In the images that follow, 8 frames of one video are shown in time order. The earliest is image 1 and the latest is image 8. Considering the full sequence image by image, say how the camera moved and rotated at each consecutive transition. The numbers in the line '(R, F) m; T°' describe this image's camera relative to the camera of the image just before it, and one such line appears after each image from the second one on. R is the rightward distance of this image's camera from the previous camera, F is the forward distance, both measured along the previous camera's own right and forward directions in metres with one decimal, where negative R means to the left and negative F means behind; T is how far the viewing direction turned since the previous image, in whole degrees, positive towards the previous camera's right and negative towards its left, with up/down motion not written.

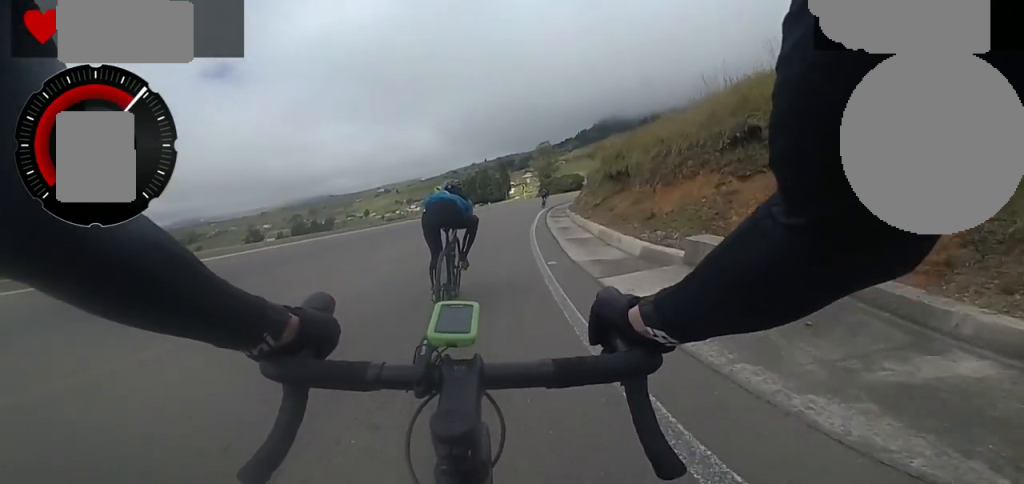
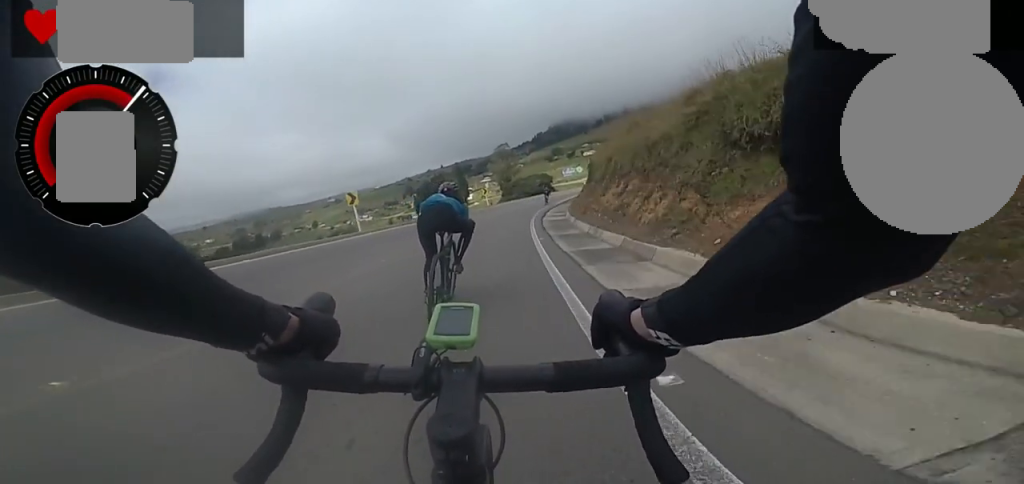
(+0.5, +10.9) m; +8°
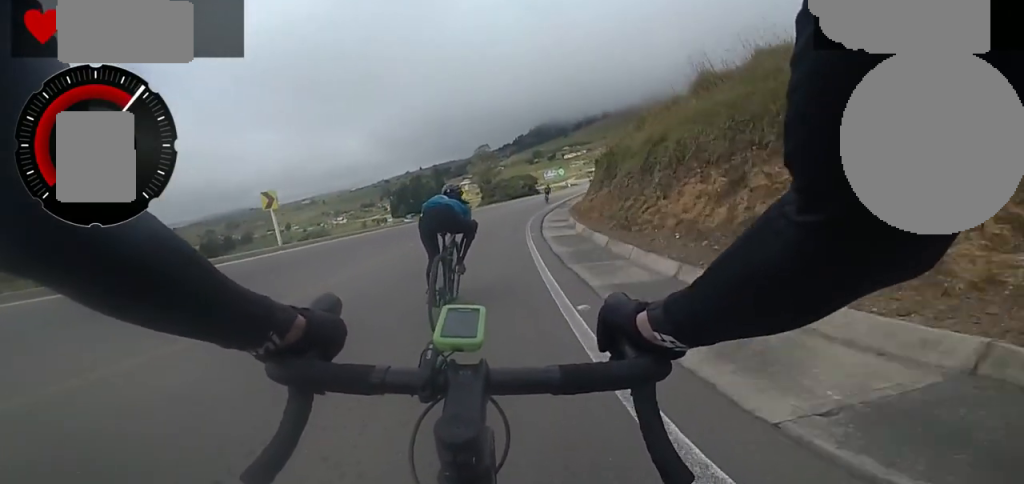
(+0.2, +5.7) m; +6°
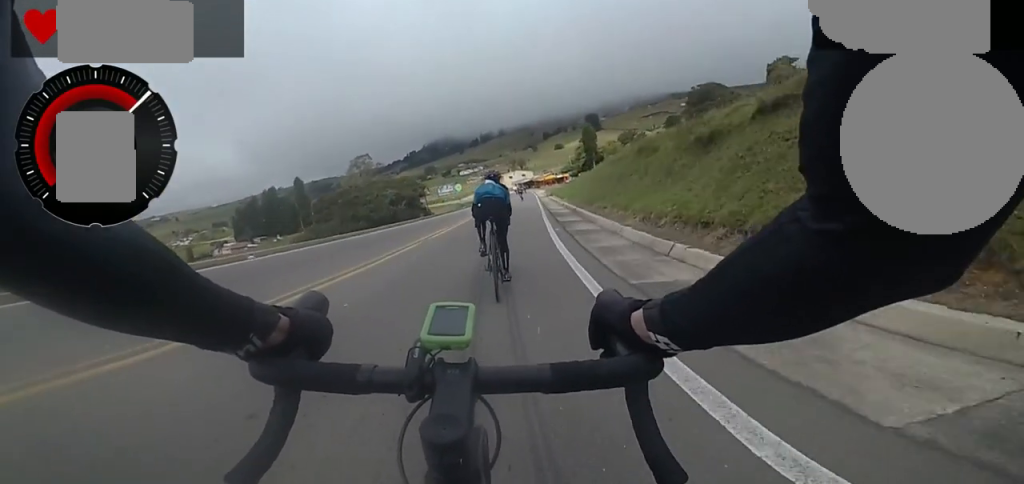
(+4.5, +29.2) m; +14°
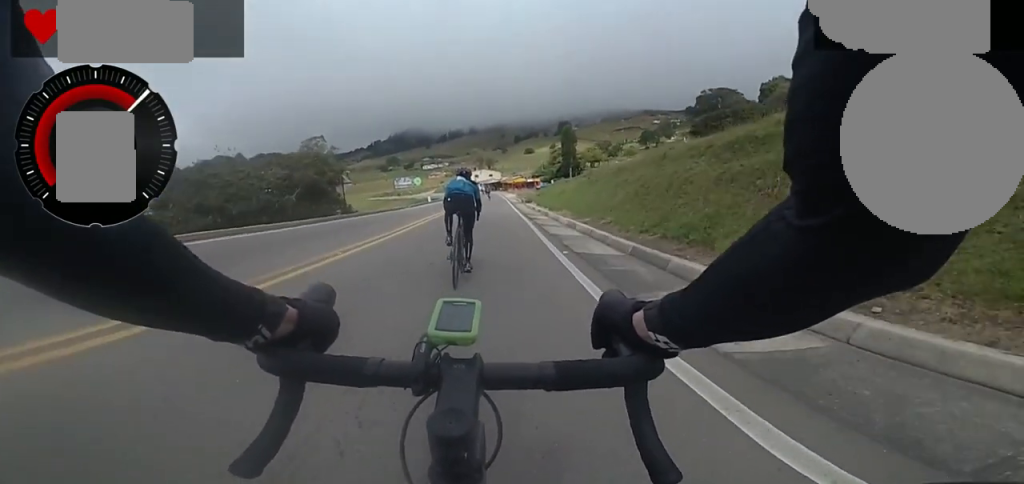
(+0.8, +11.1) m; -1°
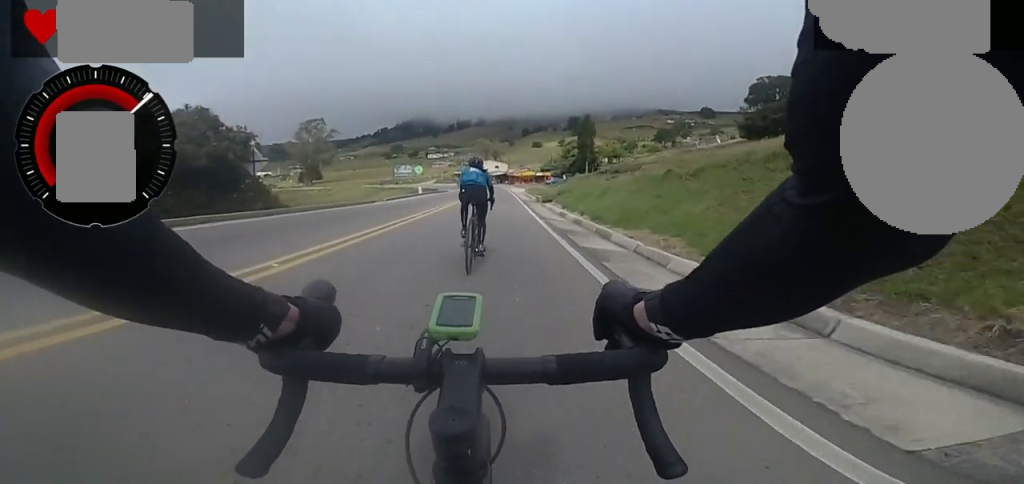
(-0.6, +8.8) m; 0°
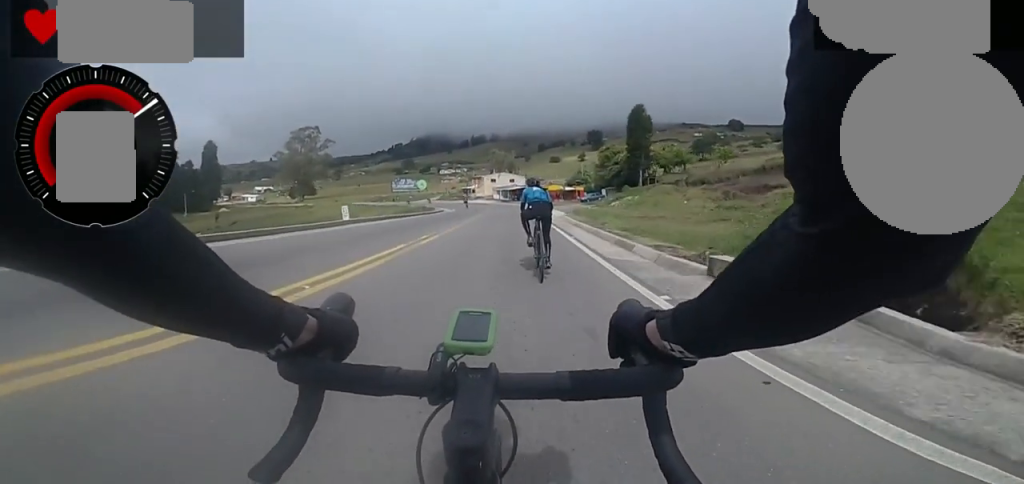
(+1.0, +21.3) m; +5°
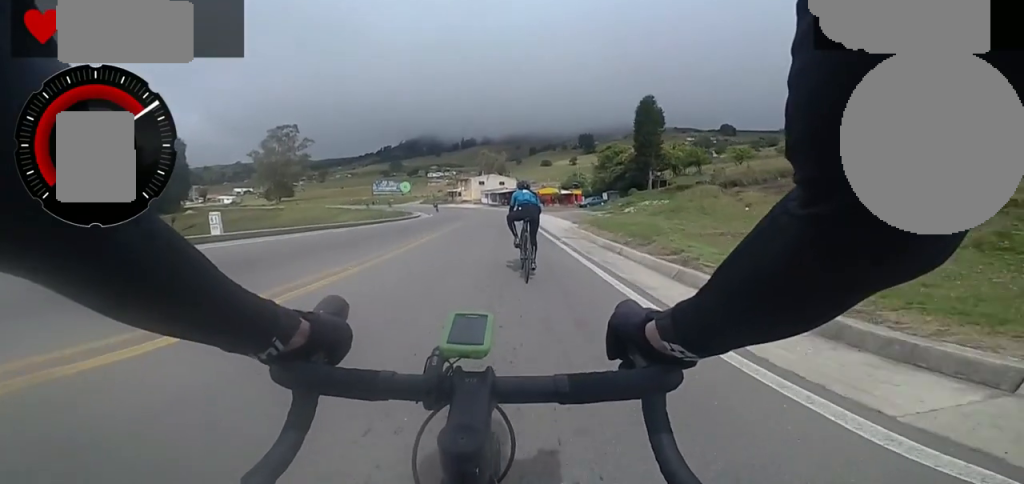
(0.0, +7.6) m; 0°
